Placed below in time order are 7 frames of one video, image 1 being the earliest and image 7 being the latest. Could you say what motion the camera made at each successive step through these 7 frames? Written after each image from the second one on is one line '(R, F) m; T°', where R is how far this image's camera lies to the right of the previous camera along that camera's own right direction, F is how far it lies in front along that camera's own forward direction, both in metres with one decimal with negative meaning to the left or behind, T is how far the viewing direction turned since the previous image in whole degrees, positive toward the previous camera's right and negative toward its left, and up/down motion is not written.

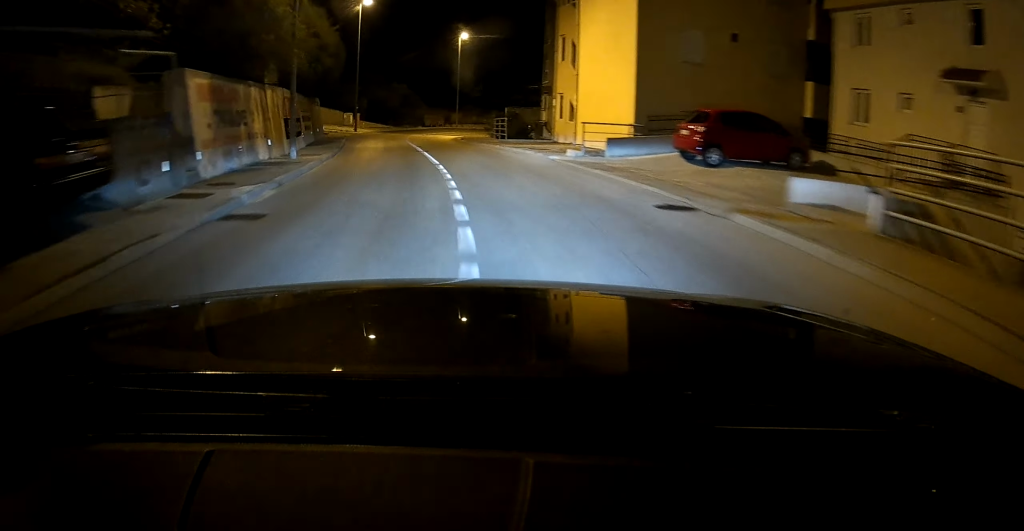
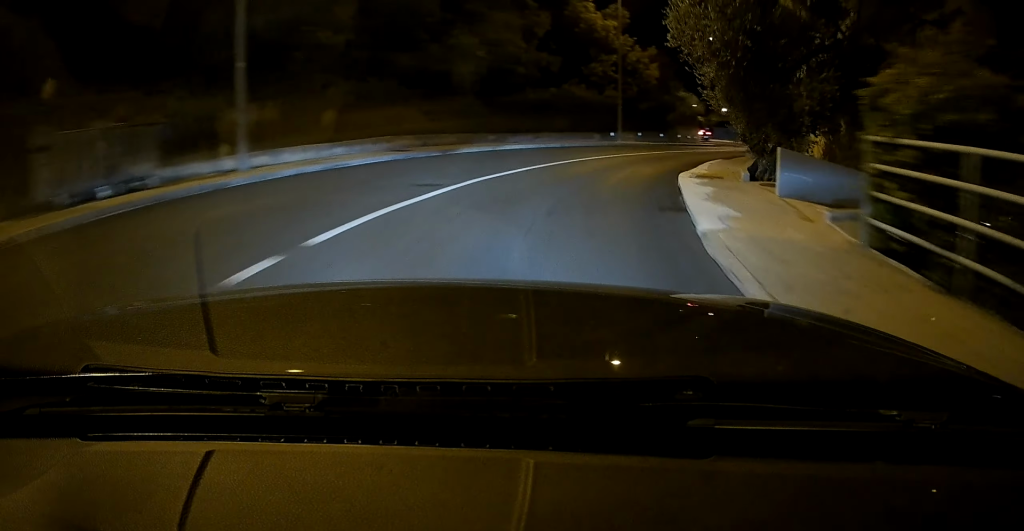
(+3.8, +54.7) m; +24°
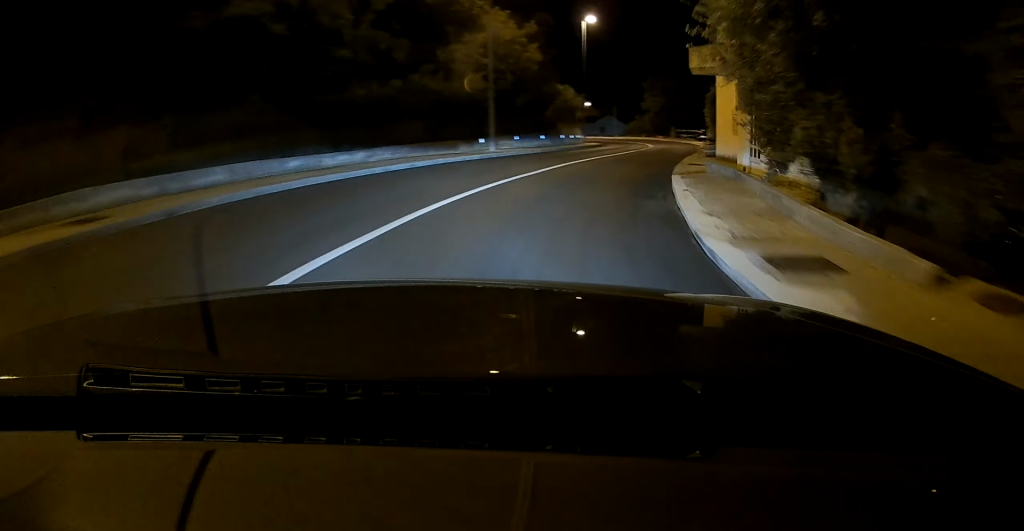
(+0.1, +9.2) m; +9°
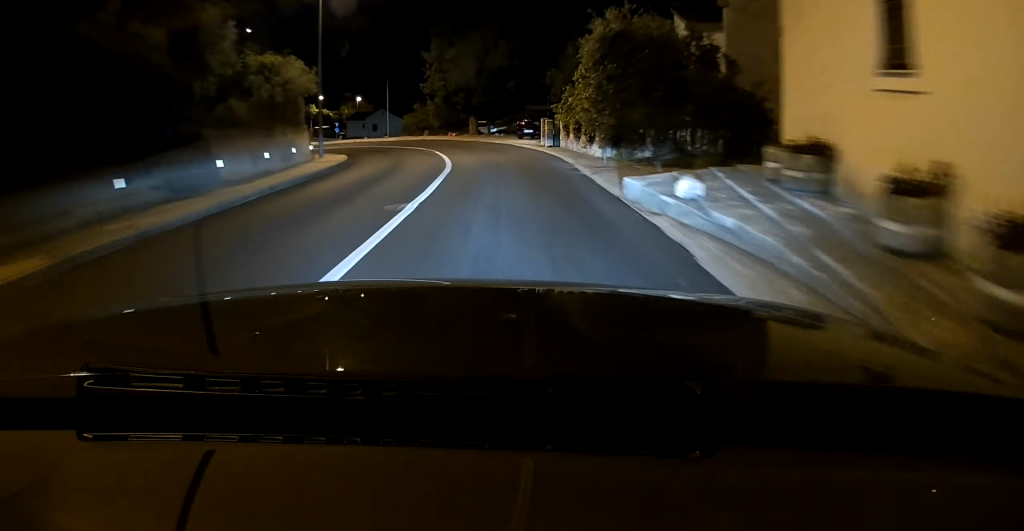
(+4.6, +22.2) m; +12°
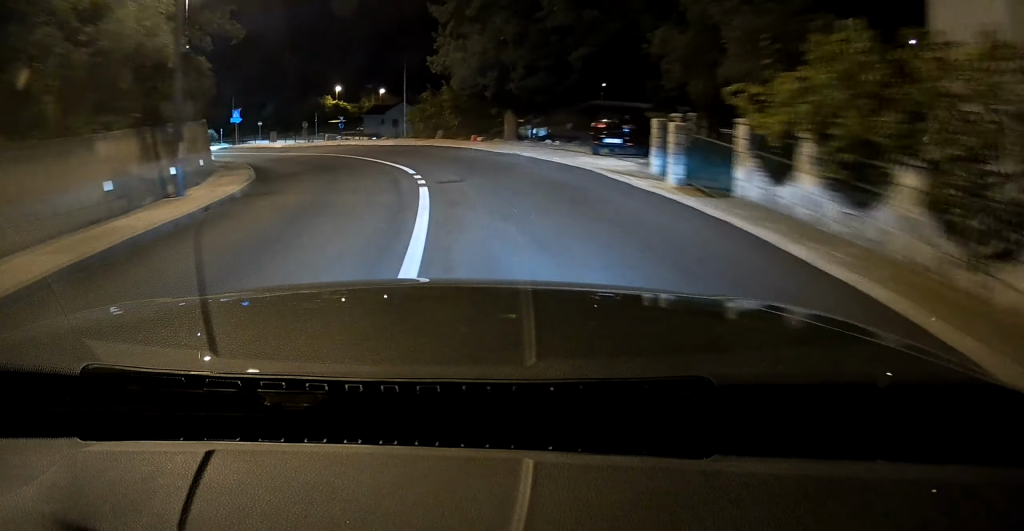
(+0.8, +15.2) m; -3°
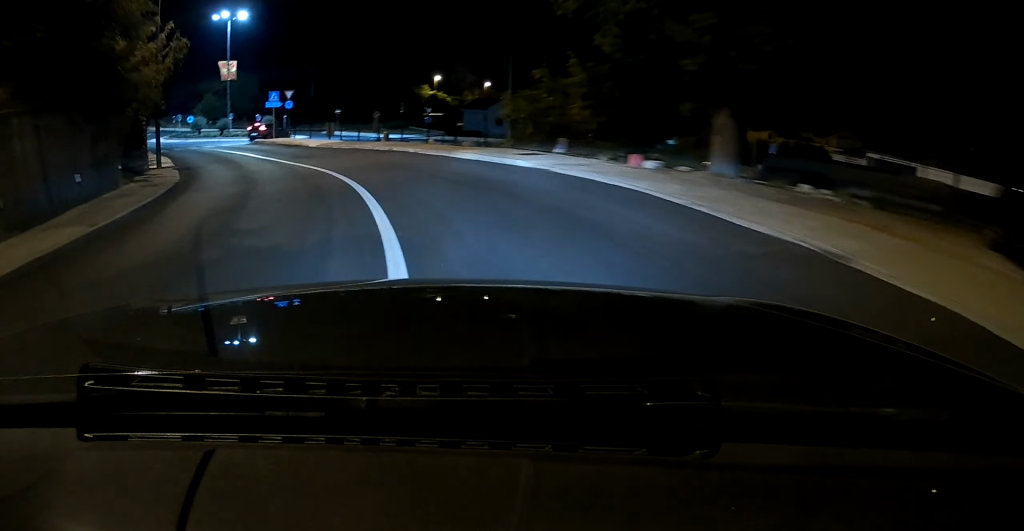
(-1.3, +12.9) m; -10°
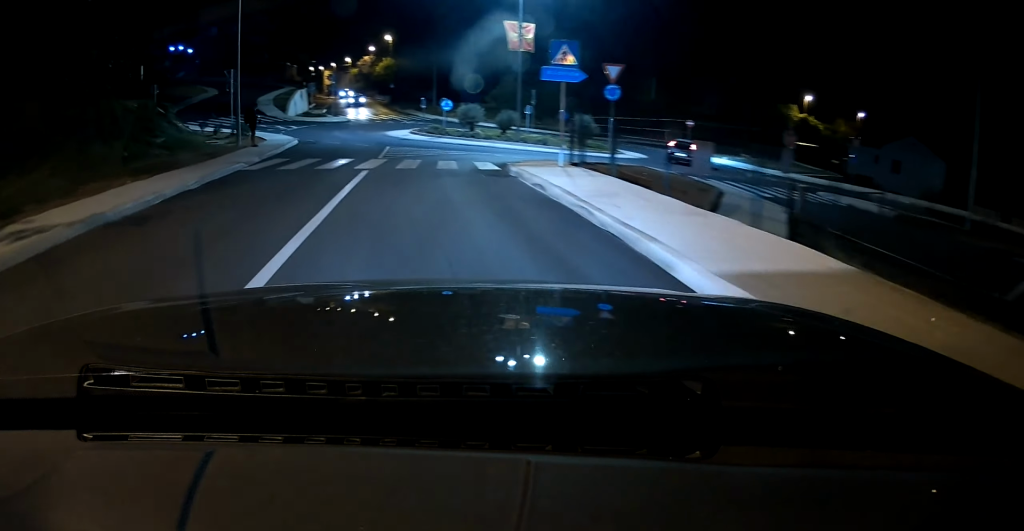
(-4.4, +23.1) m; -21°
